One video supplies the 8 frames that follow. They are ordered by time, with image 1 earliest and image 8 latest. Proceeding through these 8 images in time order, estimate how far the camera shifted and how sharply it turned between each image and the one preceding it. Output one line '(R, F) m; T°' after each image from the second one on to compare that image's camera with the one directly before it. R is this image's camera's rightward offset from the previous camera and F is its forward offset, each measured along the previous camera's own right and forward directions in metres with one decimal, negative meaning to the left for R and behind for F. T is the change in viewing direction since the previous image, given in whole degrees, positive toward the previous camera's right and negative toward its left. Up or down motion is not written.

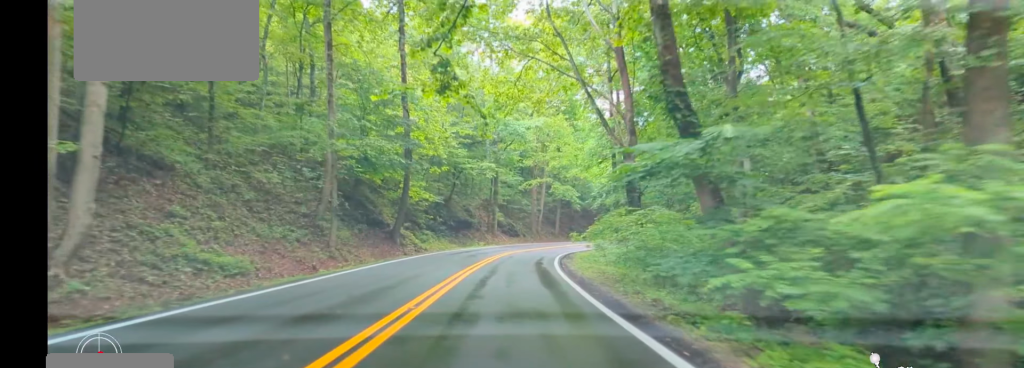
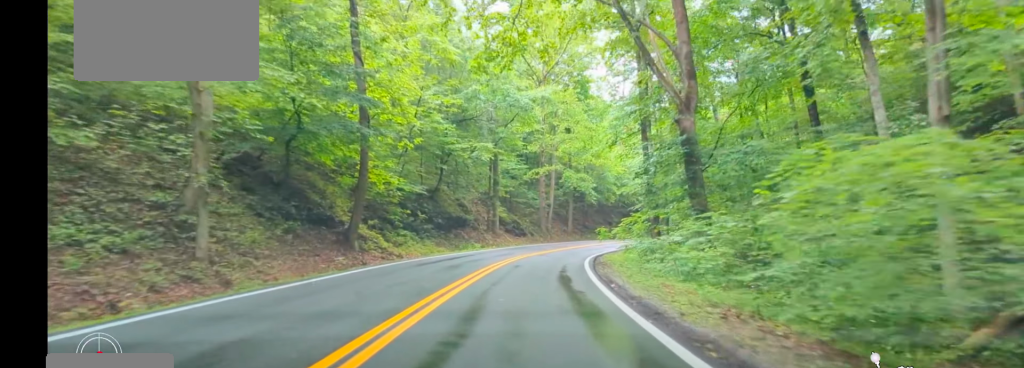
(+0.1, +14.0) m; +1°
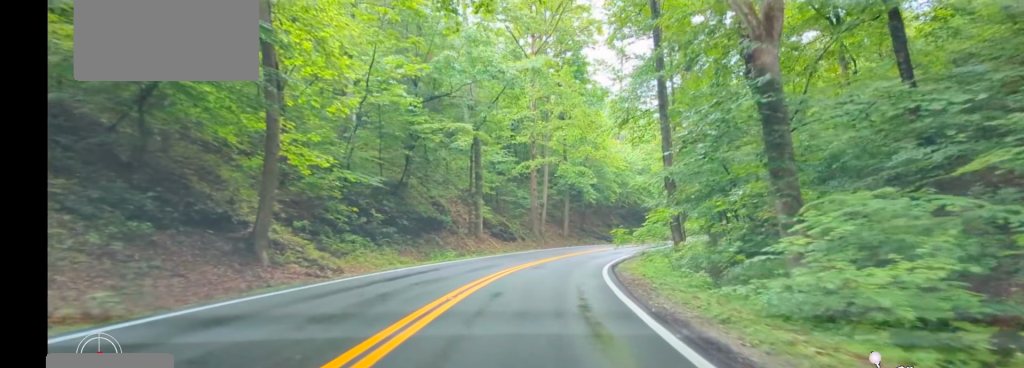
(+0.1, +10.2) m; 0°
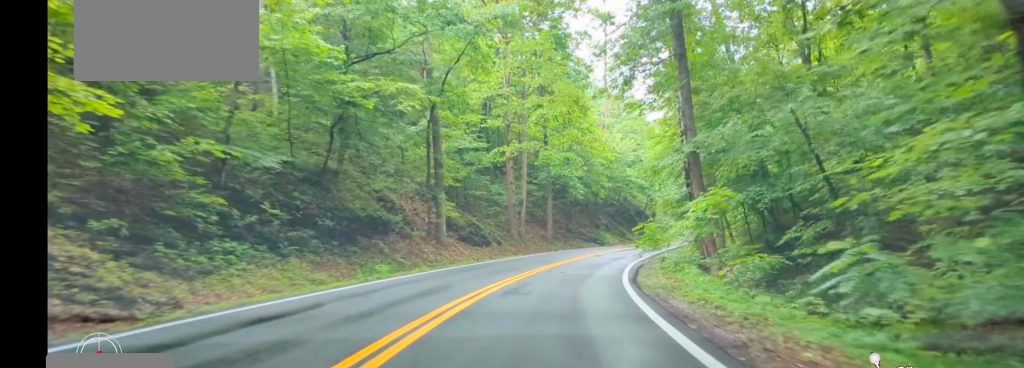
(-0.3, +10.4) m; +2°
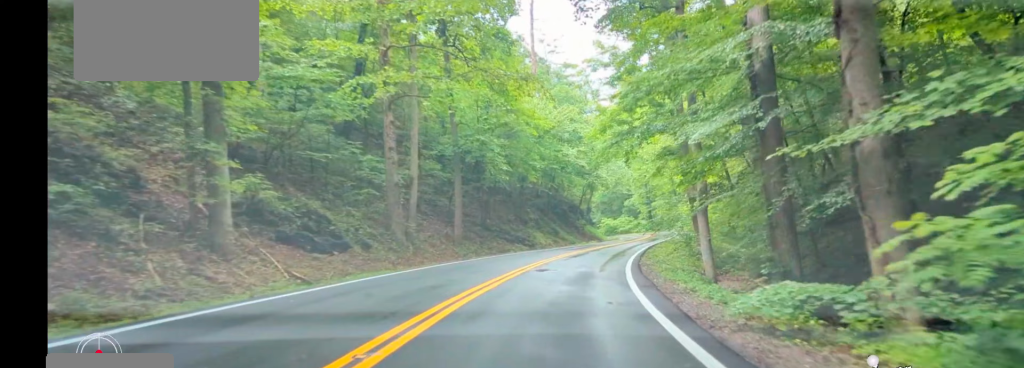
(+1.4, +19.6) m; +7°
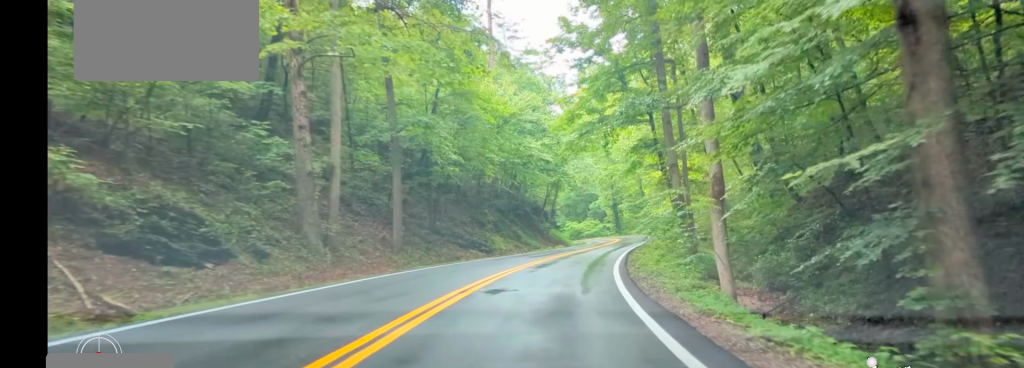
(-0.1, +7.4) m; +3°
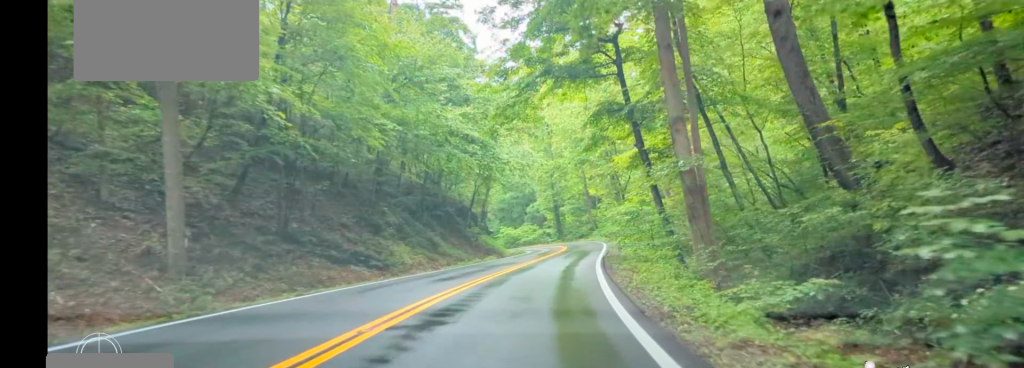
(+1.0, +14.8) m; +5°
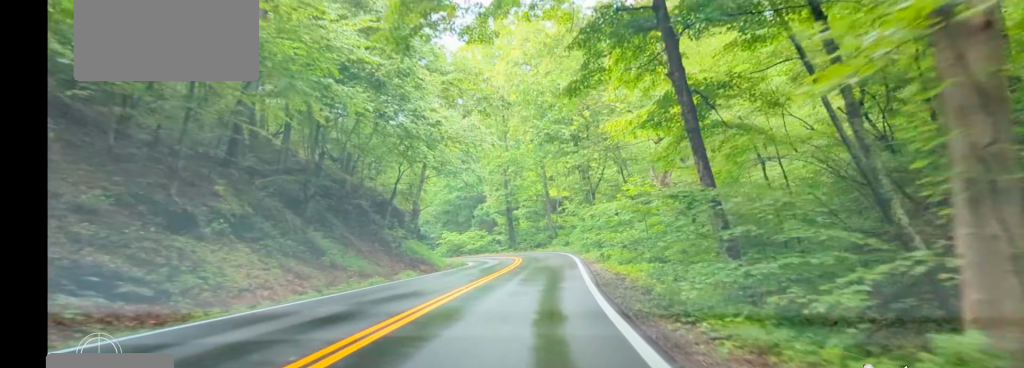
(+0.4, +14.6) m; +2°
